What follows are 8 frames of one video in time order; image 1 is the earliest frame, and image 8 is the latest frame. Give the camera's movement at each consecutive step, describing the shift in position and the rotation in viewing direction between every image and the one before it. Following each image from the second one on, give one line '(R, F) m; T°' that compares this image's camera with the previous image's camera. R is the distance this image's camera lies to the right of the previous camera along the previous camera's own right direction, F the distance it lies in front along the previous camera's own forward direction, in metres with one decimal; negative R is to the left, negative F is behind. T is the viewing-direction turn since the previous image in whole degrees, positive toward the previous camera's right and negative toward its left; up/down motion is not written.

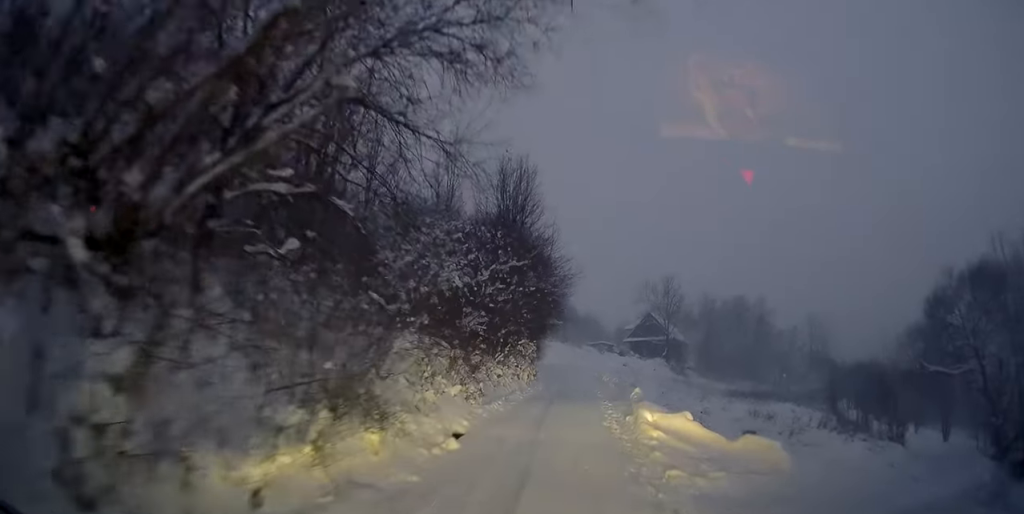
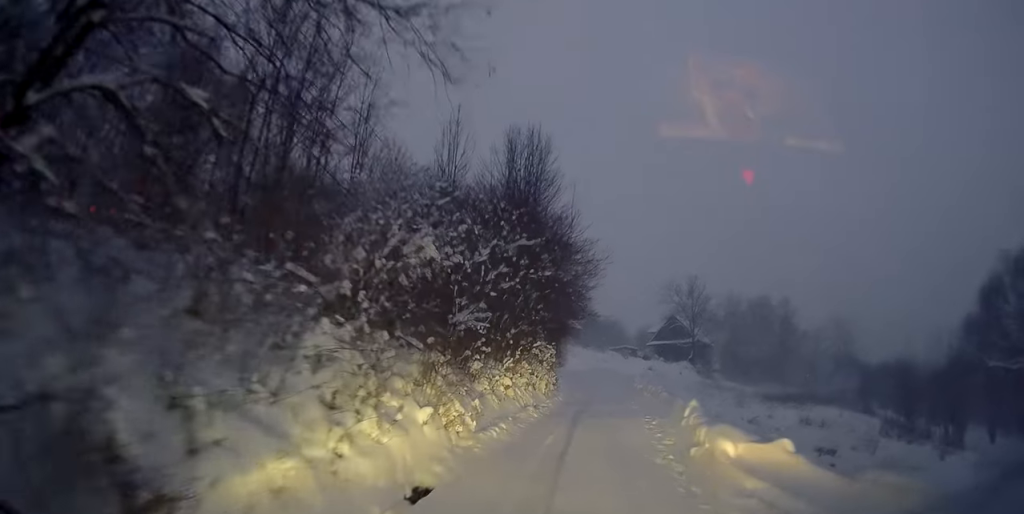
(-0.1, +4.4) m; -3°
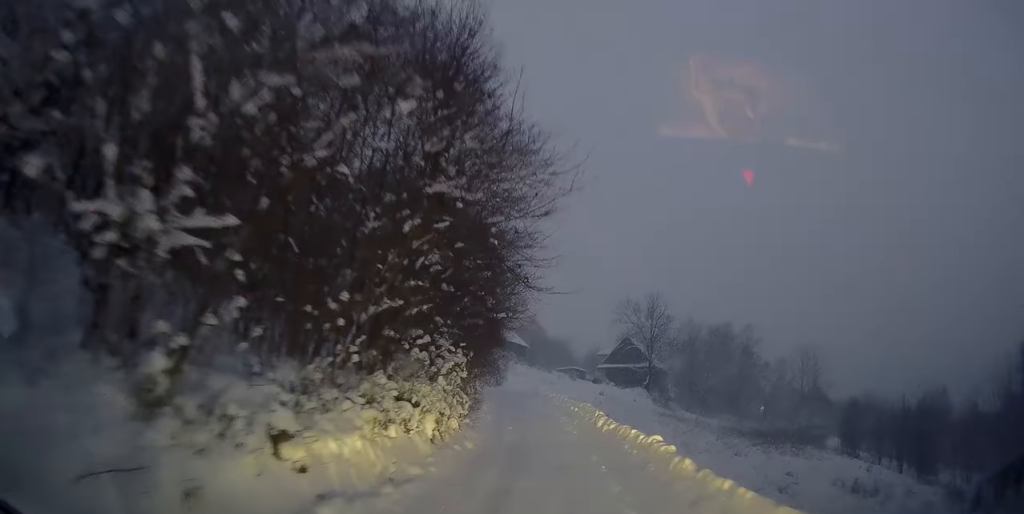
(+0.3, +9.6) m; +8°
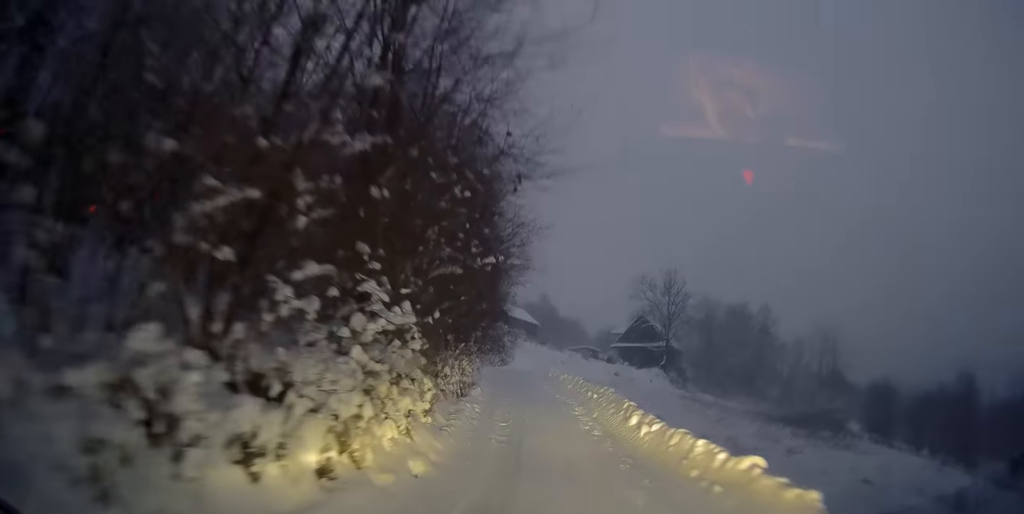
(+0.3, +4.9) m; +3°
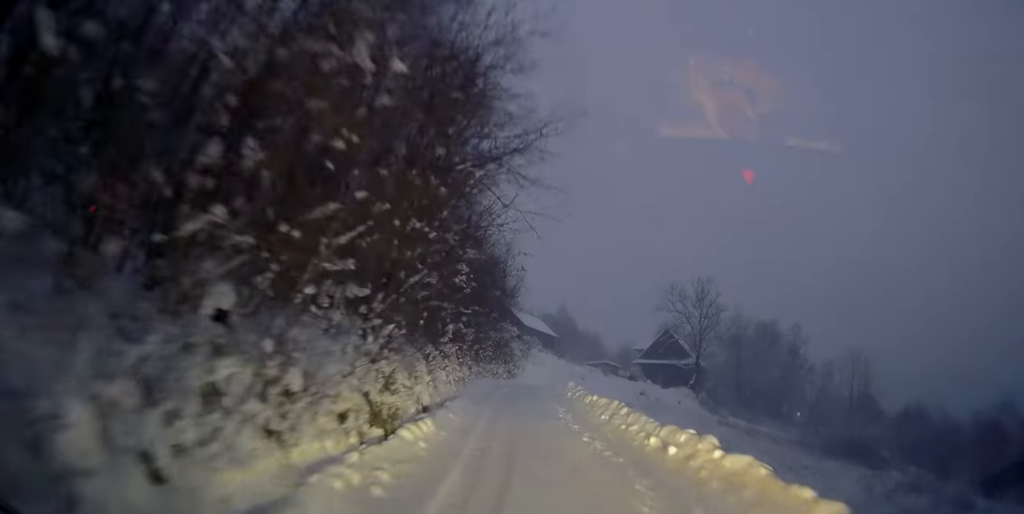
(-0.1, +8.3) m; -5°
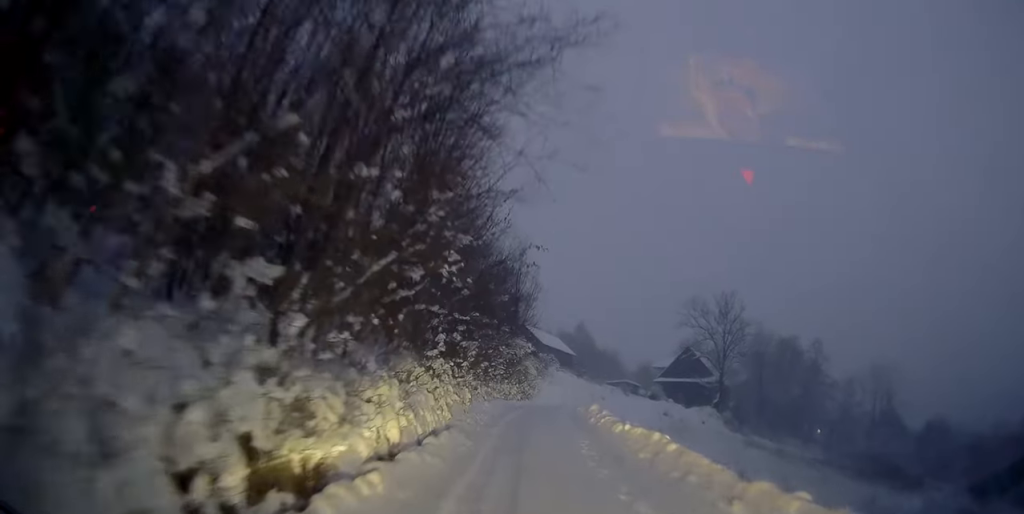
(-0.2, +3.3) m; -2°
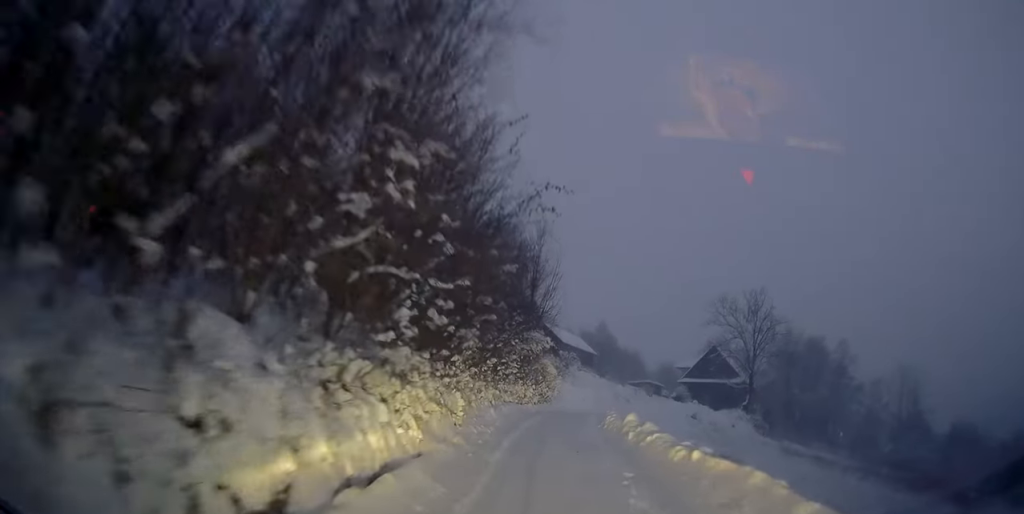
(-0.1, +4.5) m; -2°
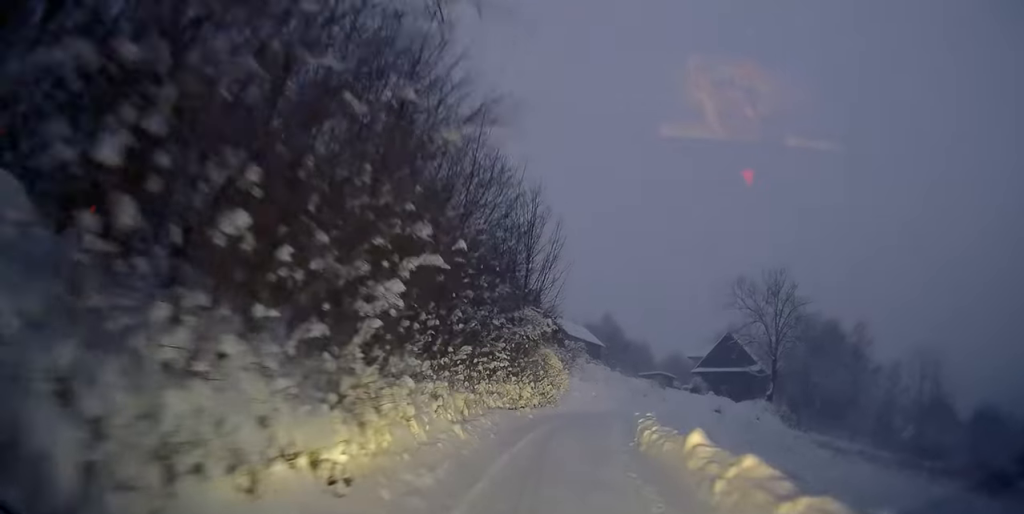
(-0.1, +6.6) m; -2°
